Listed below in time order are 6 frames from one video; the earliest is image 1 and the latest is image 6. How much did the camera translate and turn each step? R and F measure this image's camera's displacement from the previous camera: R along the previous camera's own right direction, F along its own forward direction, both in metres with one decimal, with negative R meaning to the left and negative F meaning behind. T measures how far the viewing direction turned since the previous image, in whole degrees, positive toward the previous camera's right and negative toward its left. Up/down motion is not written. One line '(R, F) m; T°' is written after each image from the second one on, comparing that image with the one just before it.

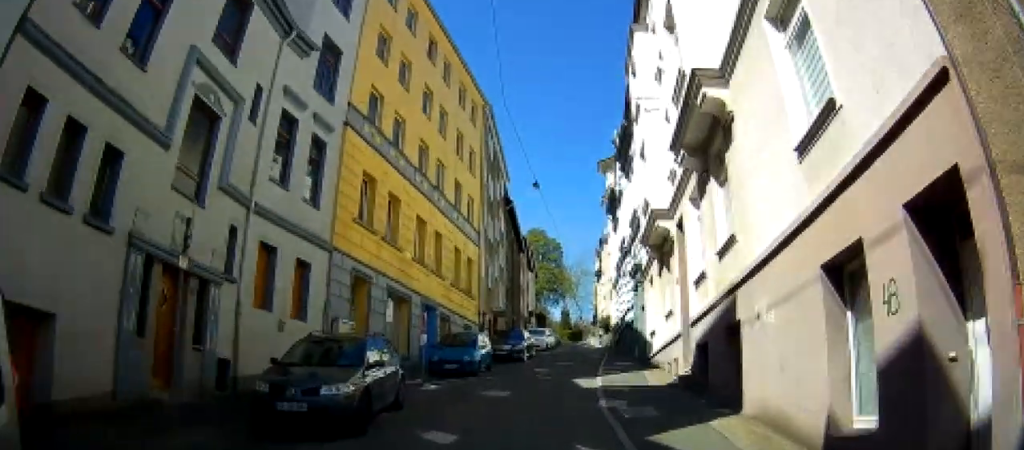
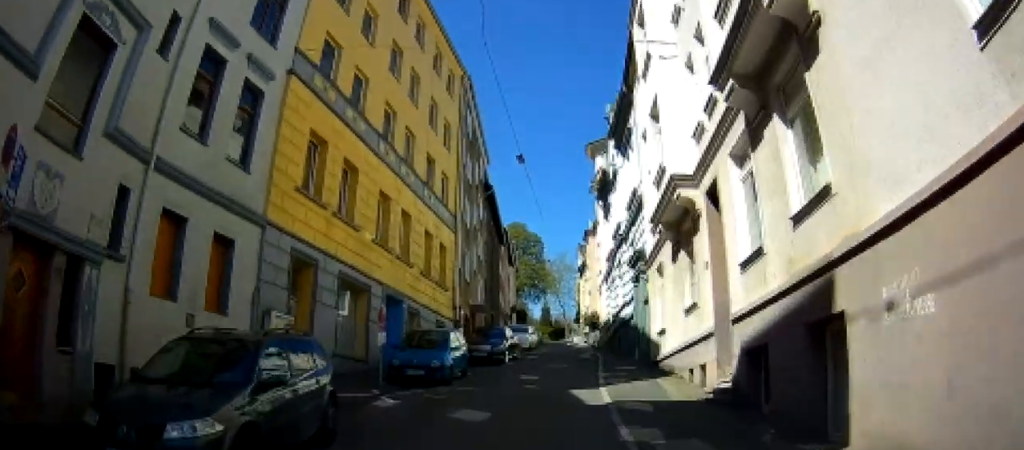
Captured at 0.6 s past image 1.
(0.0, +4.8) m; -3°
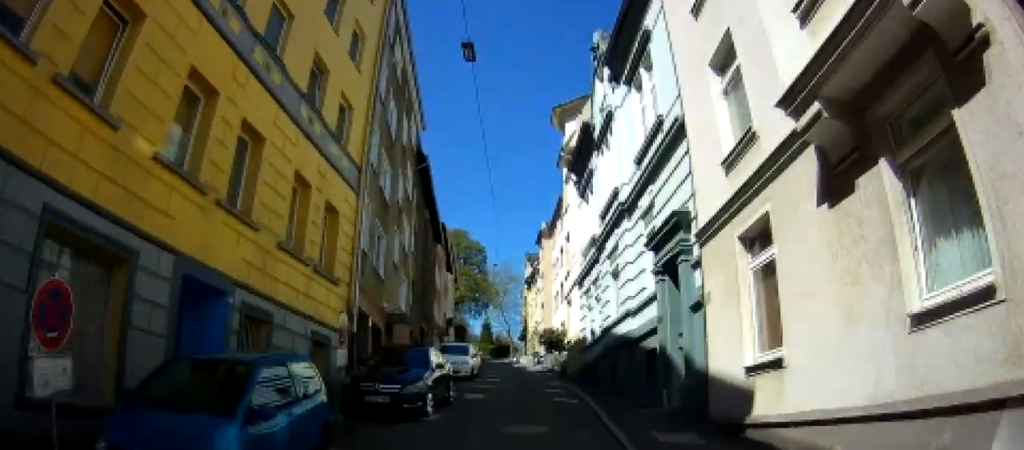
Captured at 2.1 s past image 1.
(-1.3, +12.5) m; -3°
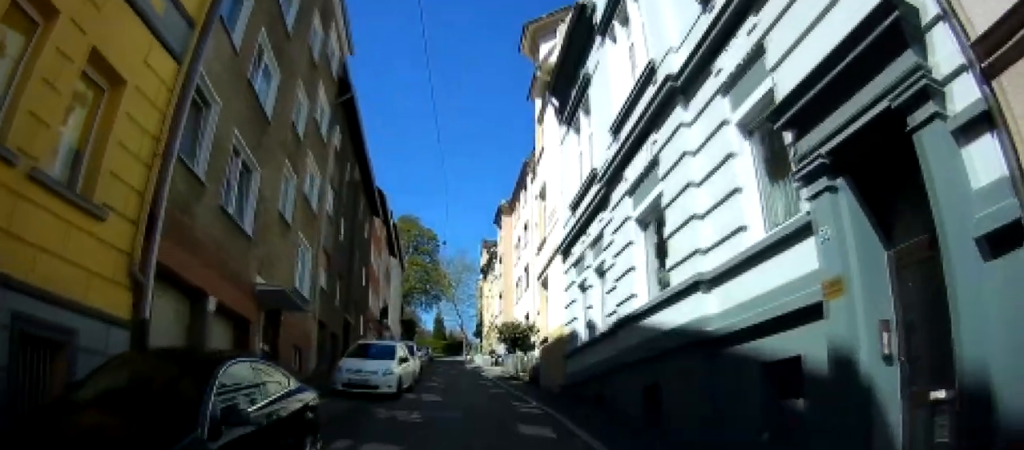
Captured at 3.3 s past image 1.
(+1.5, +8.8) m; +14°
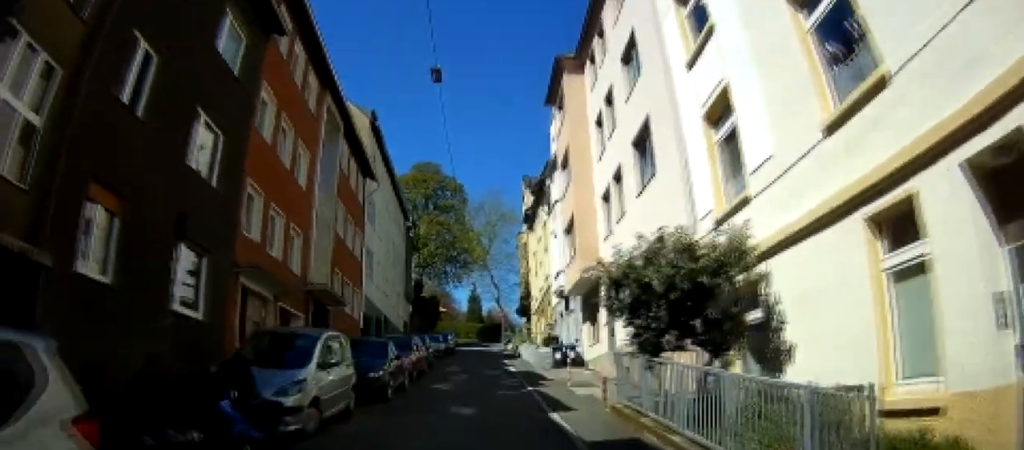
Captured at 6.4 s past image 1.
(+3.2, +21.1) m; +11°
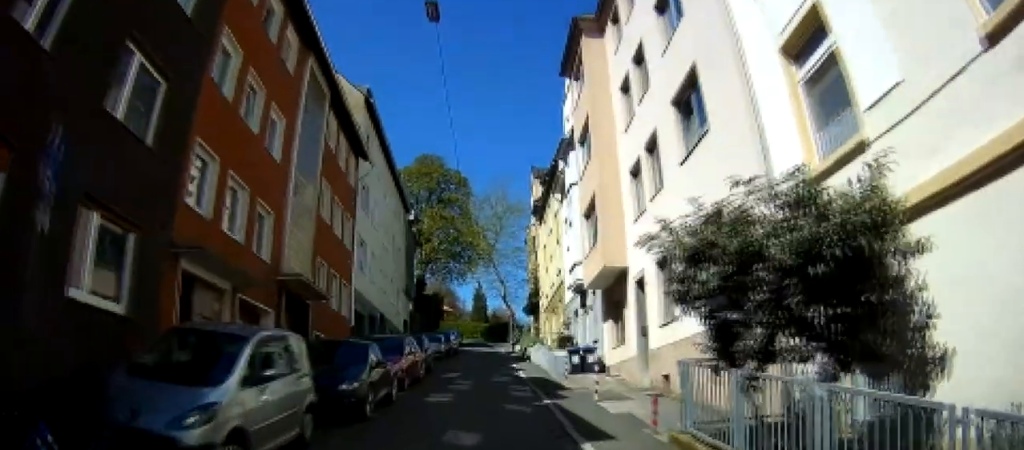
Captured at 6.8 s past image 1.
(0.0, +2.9) m; 0°
